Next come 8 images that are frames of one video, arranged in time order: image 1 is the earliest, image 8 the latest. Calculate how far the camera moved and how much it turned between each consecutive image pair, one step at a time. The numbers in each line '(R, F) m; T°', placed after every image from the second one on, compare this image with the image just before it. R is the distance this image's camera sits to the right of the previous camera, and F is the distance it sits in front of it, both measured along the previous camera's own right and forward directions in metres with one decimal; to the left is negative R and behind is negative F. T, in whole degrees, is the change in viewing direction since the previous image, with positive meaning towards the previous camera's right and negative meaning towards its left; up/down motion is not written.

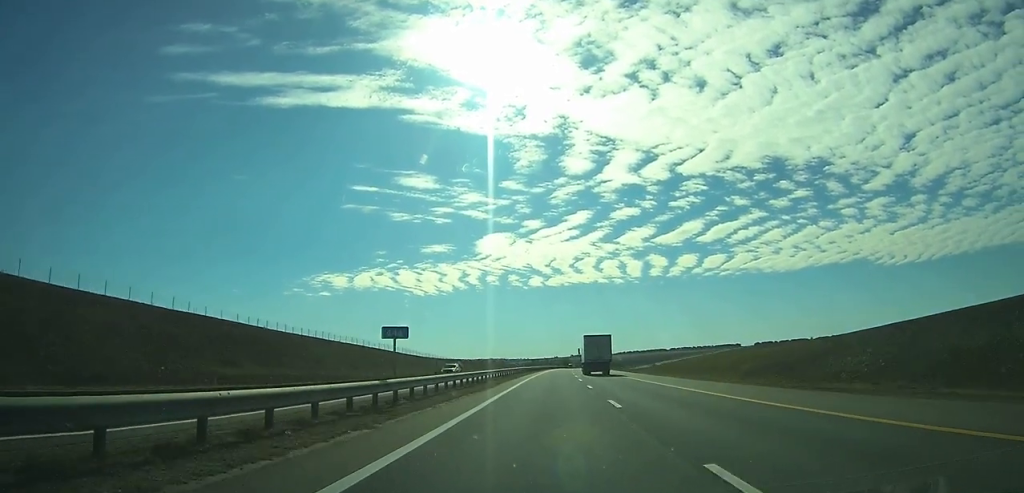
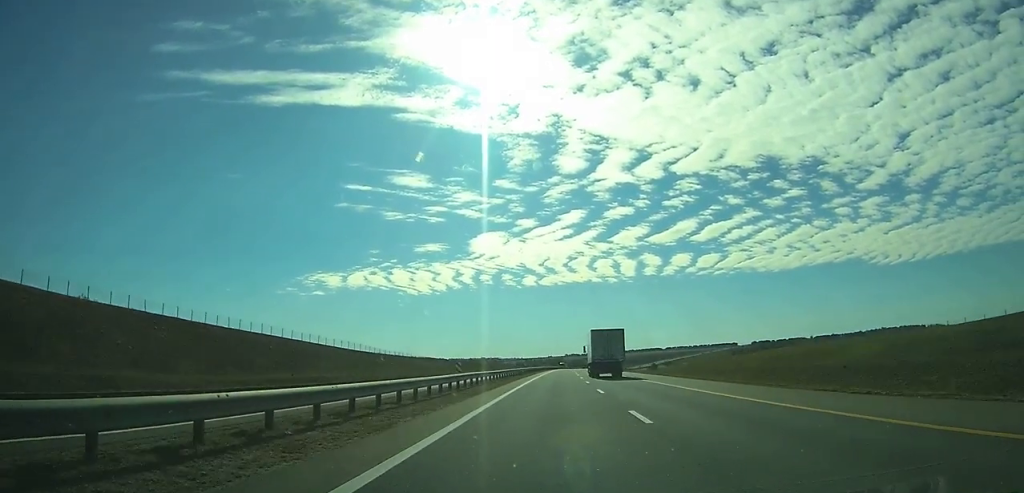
(+0.1, +40.1) m; +1°
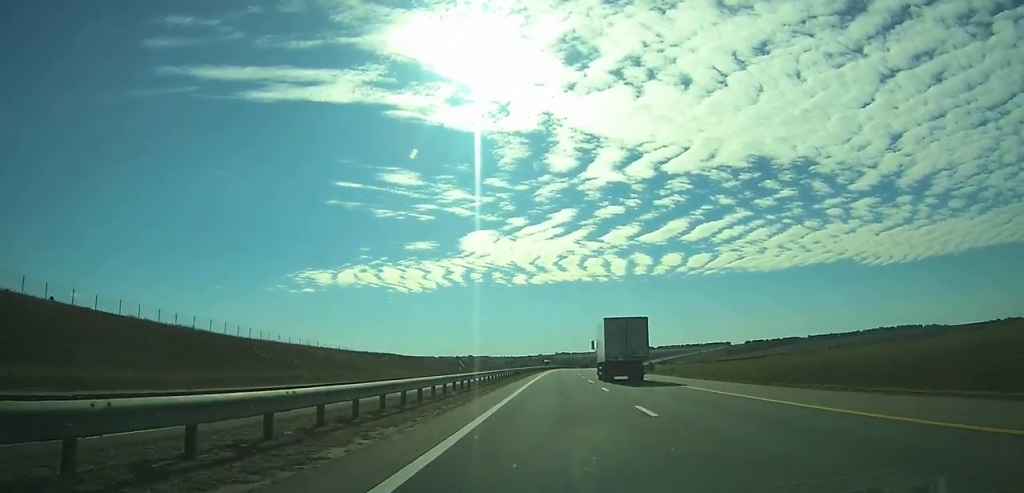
(+0.1, +46.3) m; +1°
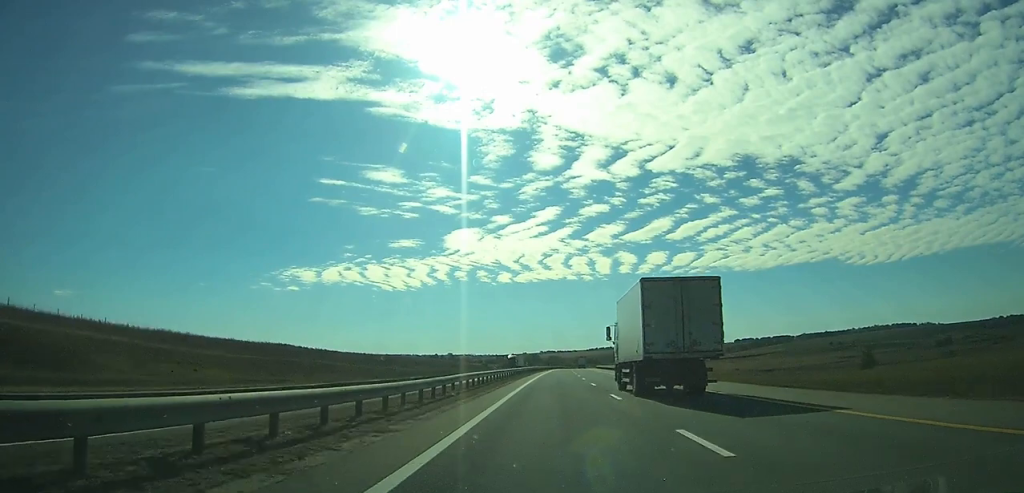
(+1.2, +65.3) m; +1°
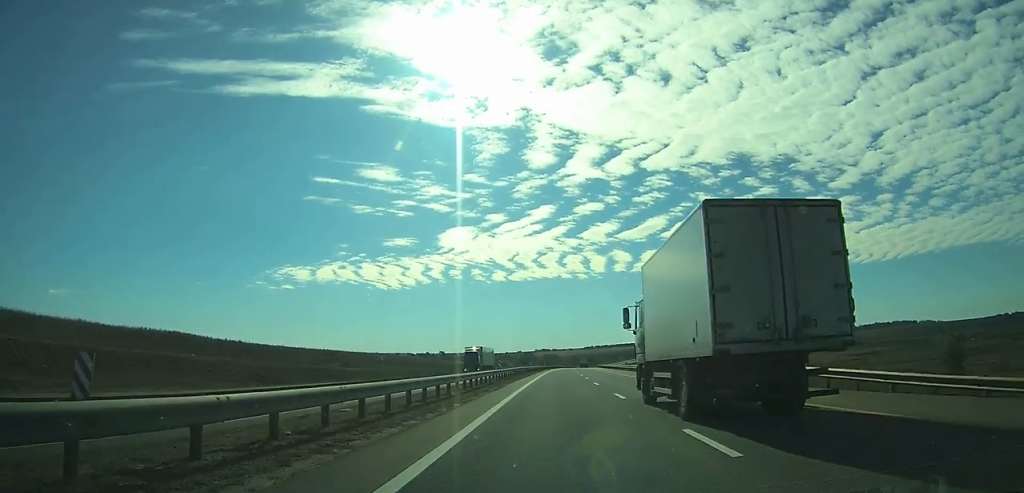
(0.0, +35.8) m; 0°
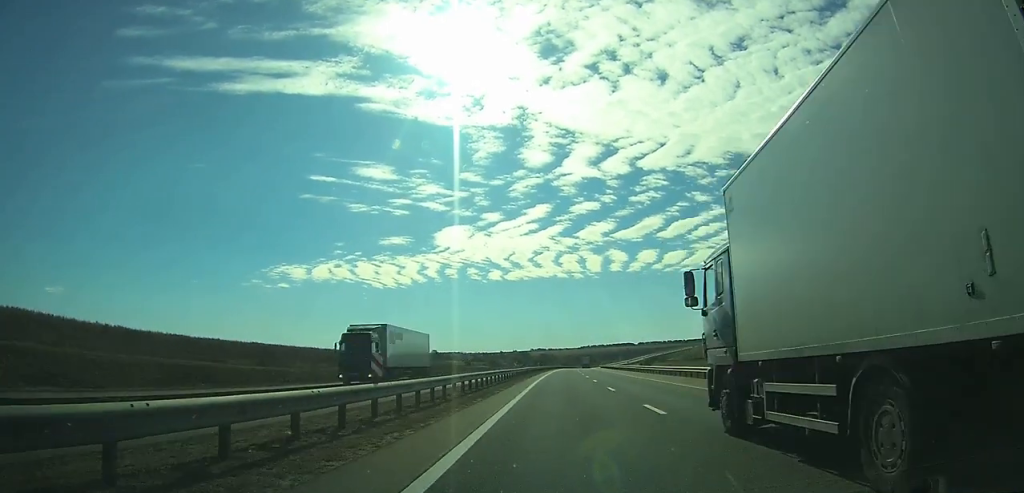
(0.0, +29.5) m; 0°
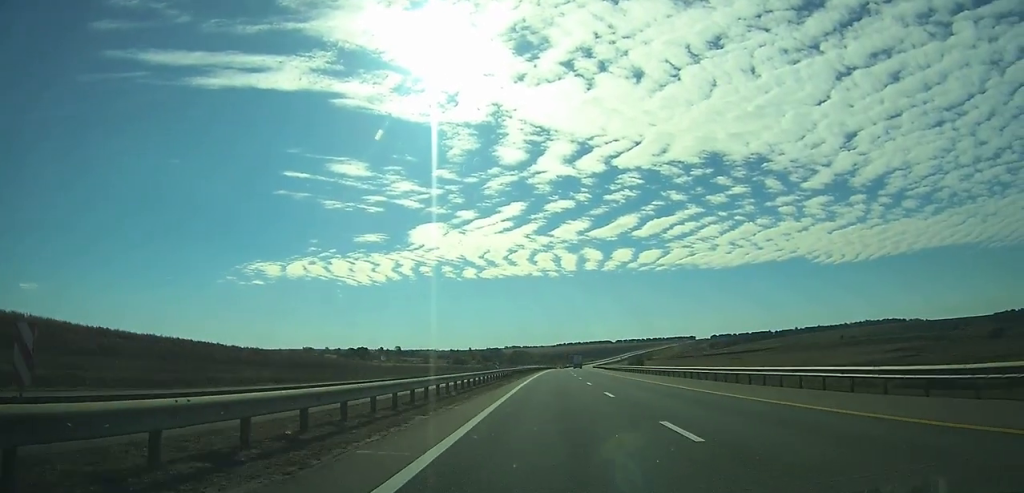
(+1.1, +88.8) m; +3°
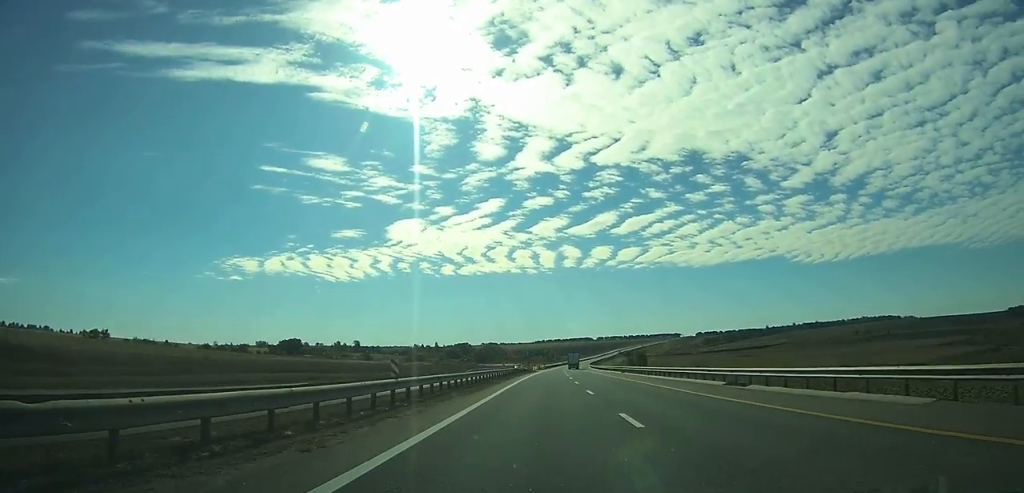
(+3.8, +106.1) m; +3°
